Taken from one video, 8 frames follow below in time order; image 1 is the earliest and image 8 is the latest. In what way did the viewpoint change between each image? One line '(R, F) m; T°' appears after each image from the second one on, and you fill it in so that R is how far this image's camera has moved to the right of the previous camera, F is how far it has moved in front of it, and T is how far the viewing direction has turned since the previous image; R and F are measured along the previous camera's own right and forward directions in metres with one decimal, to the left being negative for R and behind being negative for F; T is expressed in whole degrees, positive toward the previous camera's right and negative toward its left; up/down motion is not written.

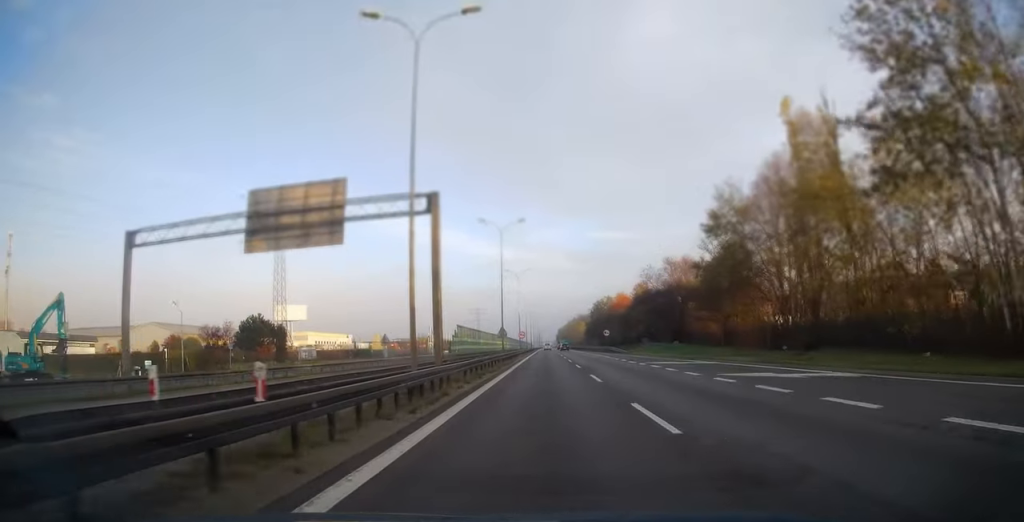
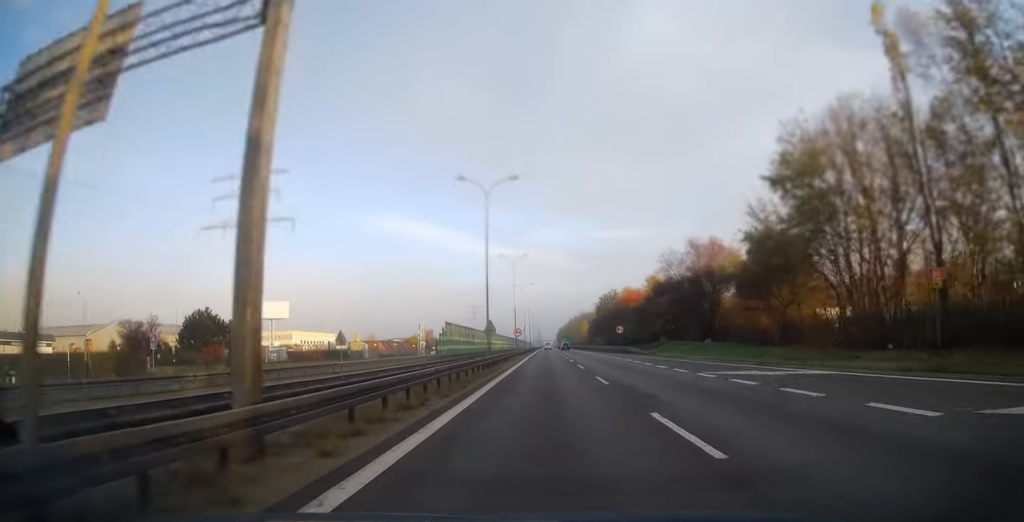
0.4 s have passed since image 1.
(0.0, +13.9) m; 0°
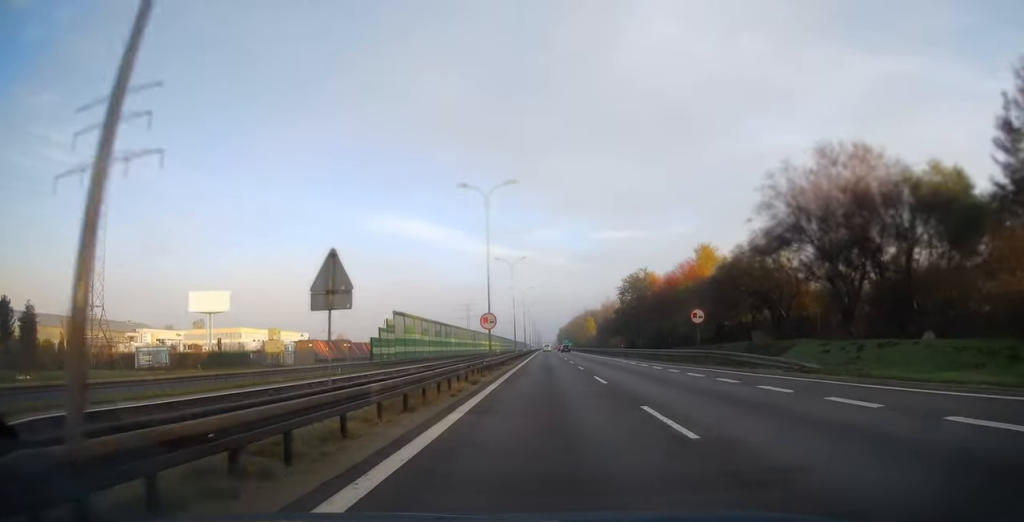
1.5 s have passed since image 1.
(-0.1, +34.8) m; 0°
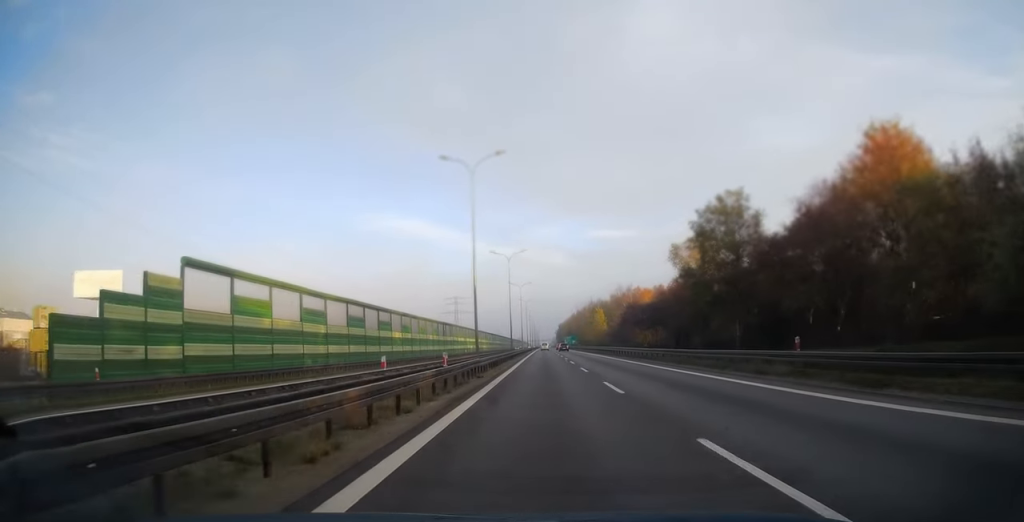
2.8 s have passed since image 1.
(-0.1, +40.6) m; 0°
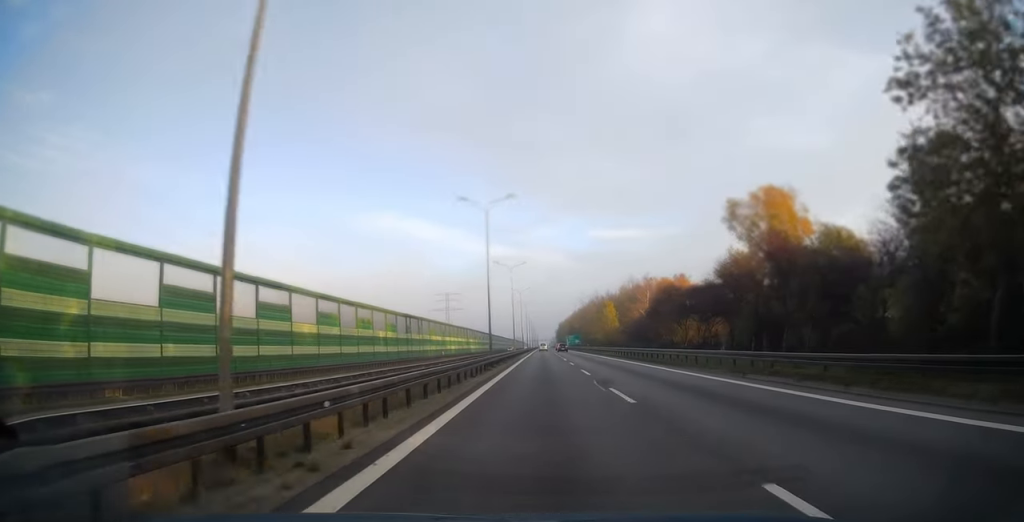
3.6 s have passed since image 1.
(+0.1, +26.7) m; 0°
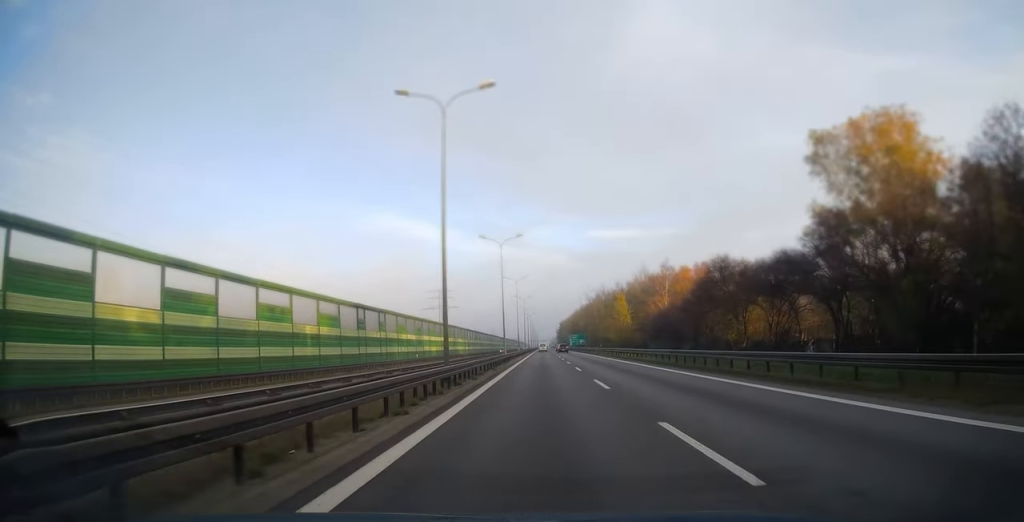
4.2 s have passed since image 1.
(-0.1, +19.8) m; 0°
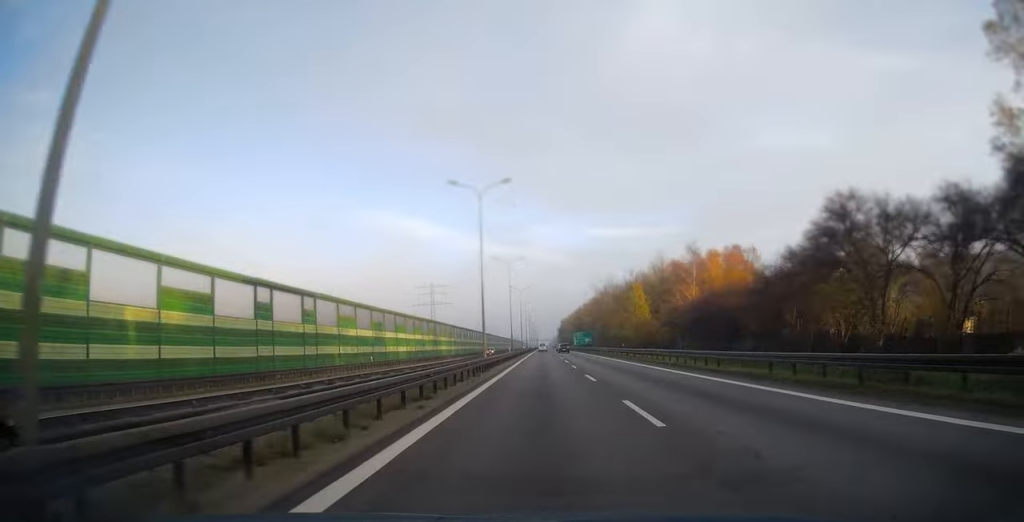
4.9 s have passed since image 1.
(0.0, +20.3) m; 0°
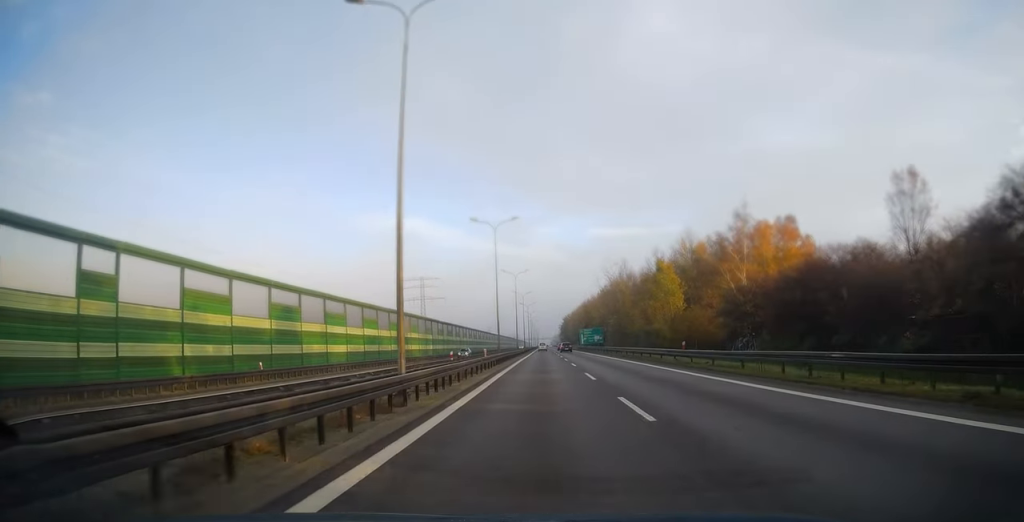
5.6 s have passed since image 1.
(+0.1, +22.9) m; 0°
